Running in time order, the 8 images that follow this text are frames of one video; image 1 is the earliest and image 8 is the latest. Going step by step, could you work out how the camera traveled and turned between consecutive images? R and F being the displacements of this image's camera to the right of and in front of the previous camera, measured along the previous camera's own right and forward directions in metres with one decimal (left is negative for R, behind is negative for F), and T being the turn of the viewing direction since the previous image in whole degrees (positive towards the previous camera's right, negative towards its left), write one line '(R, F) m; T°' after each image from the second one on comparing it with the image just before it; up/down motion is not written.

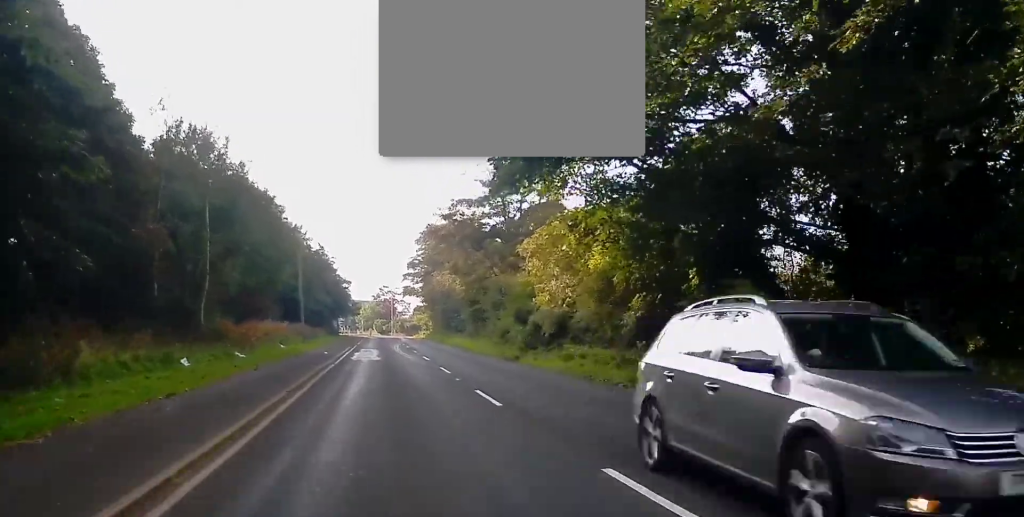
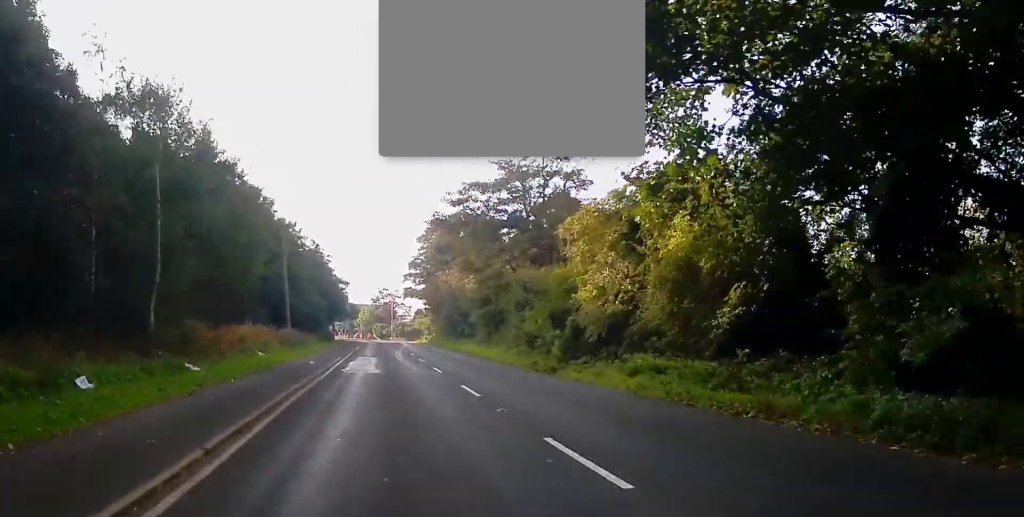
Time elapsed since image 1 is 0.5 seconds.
(0.0, +6.7) m; 0°
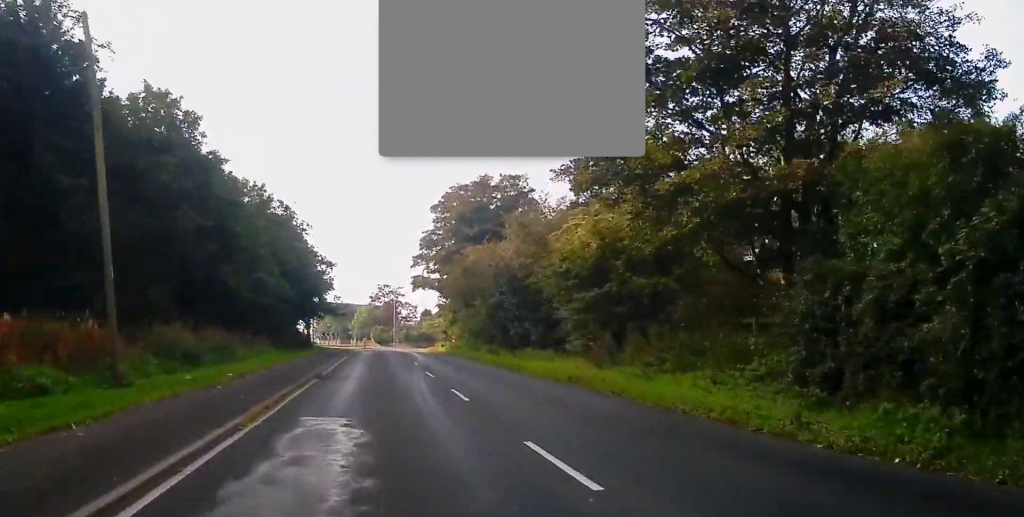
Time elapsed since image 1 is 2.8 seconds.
(-0.2, +27.7) m; -1°
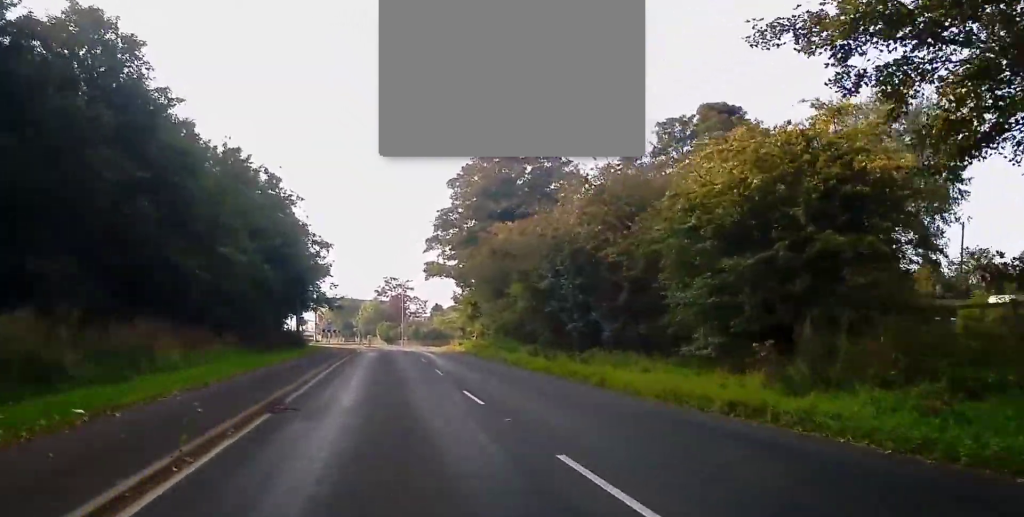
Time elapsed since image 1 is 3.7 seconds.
(+0.2, +10.7) m; 0°
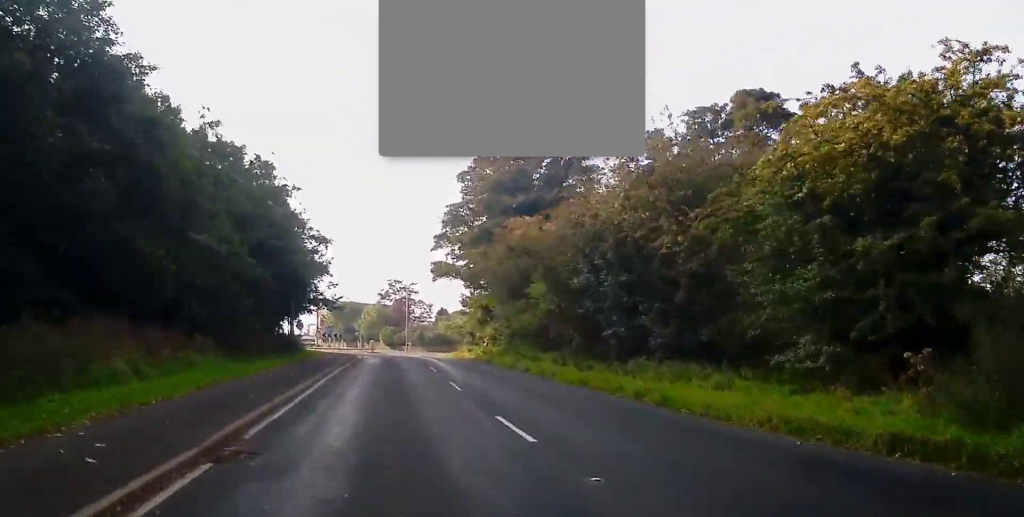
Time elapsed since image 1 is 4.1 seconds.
(-0.1, +4.4) m; 0°
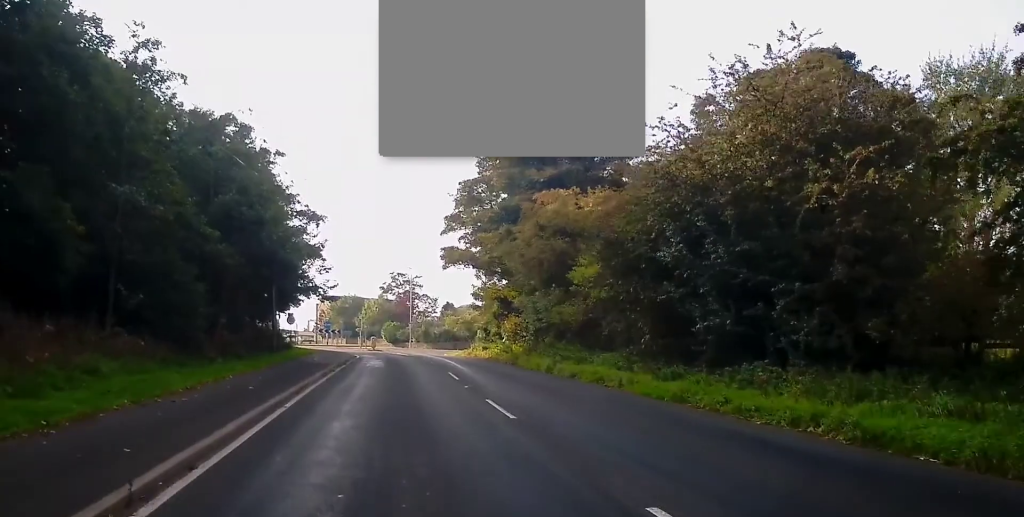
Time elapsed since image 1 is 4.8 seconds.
(0.0, +7.3) m; +1°
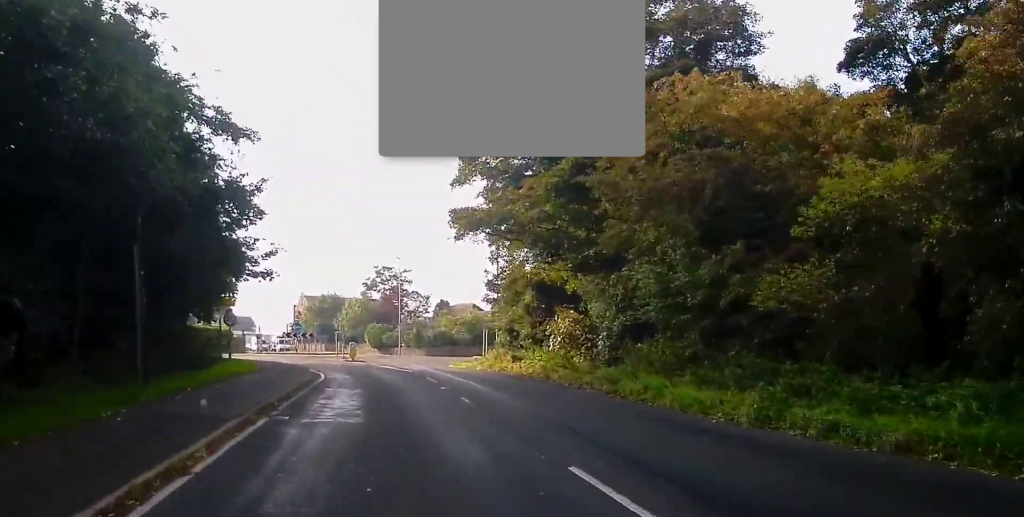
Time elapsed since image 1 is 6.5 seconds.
(0.0, +17.0) m; -2°
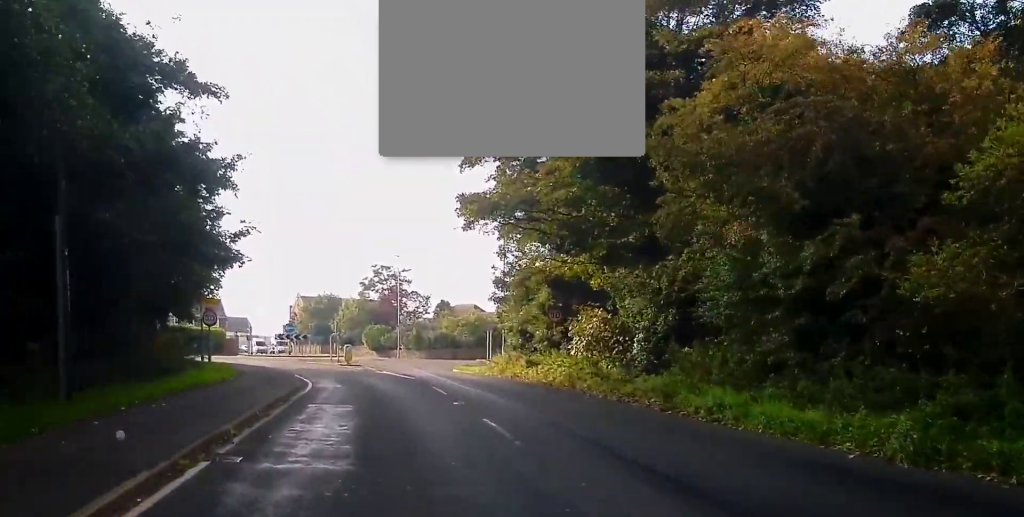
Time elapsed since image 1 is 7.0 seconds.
(+0.1, +3.7) m; 0°
